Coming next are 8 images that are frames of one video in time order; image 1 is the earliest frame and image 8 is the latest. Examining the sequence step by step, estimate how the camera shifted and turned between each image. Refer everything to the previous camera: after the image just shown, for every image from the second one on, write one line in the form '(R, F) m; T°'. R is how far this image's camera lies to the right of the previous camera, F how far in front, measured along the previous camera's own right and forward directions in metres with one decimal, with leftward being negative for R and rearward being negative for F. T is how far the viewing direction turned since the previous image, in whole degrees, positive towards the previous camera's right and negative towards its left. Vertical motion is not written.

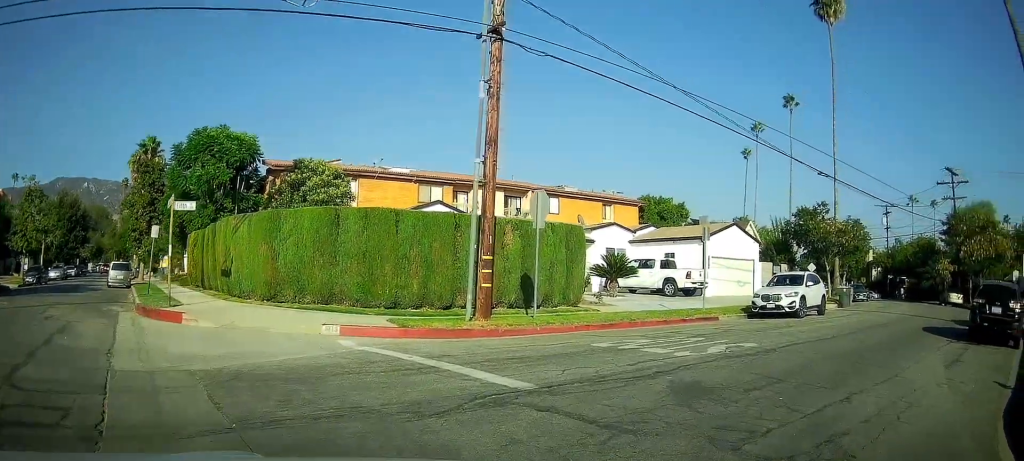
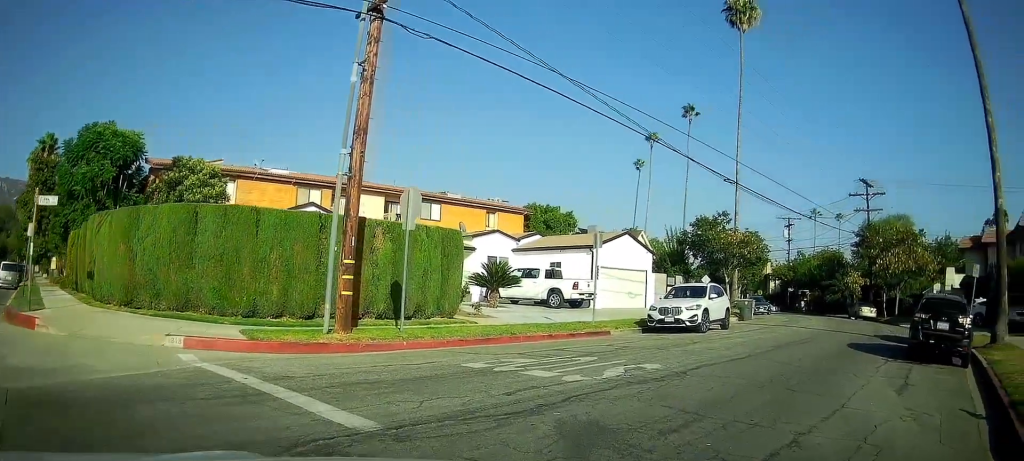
(+0.2, +1.9) m; +6°
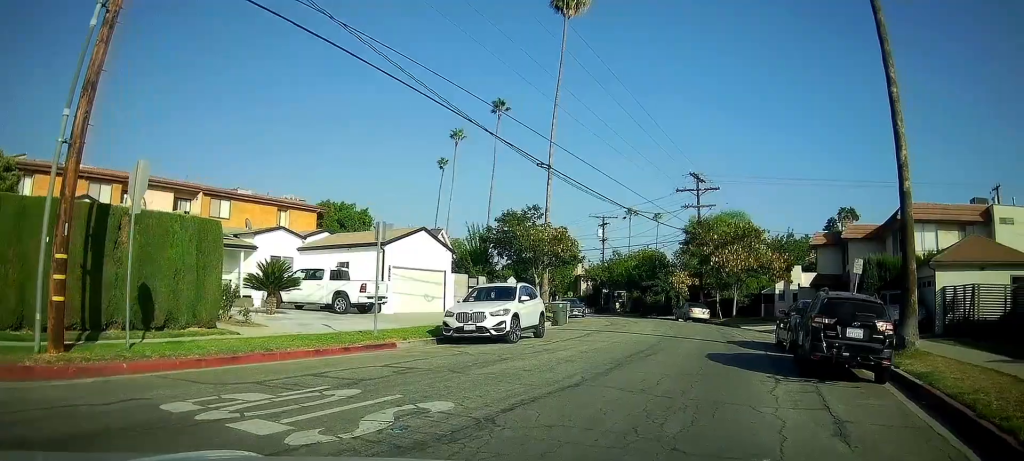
(+0.3, +3.7) m; +9°
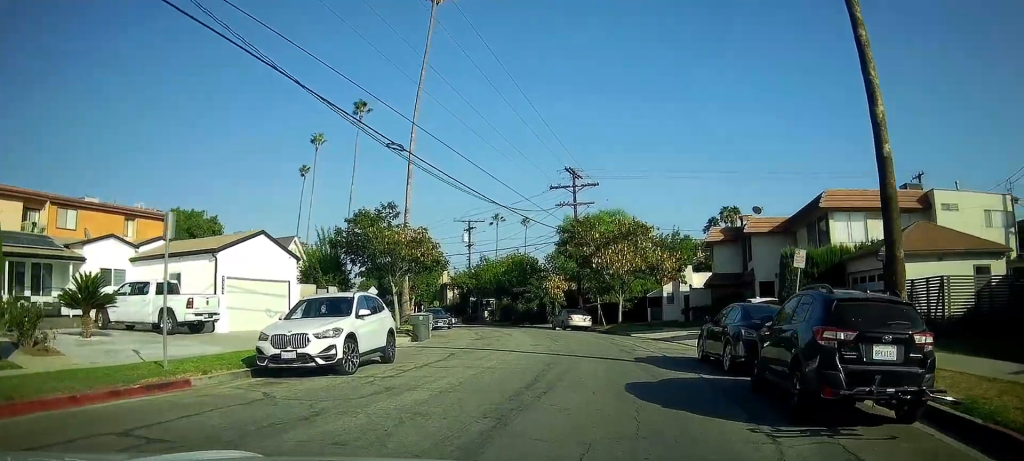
(+0.4, +5.2) m; +11°
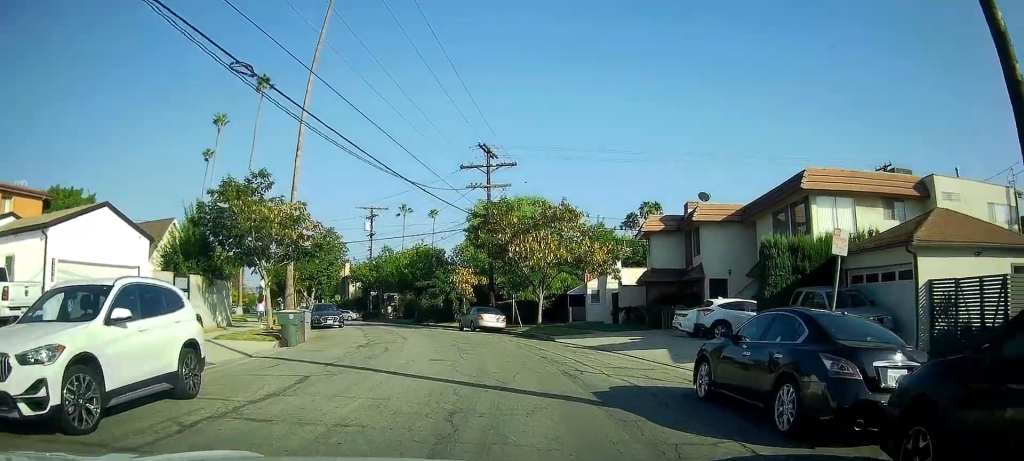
(+1.0, +7.2) m; +5°
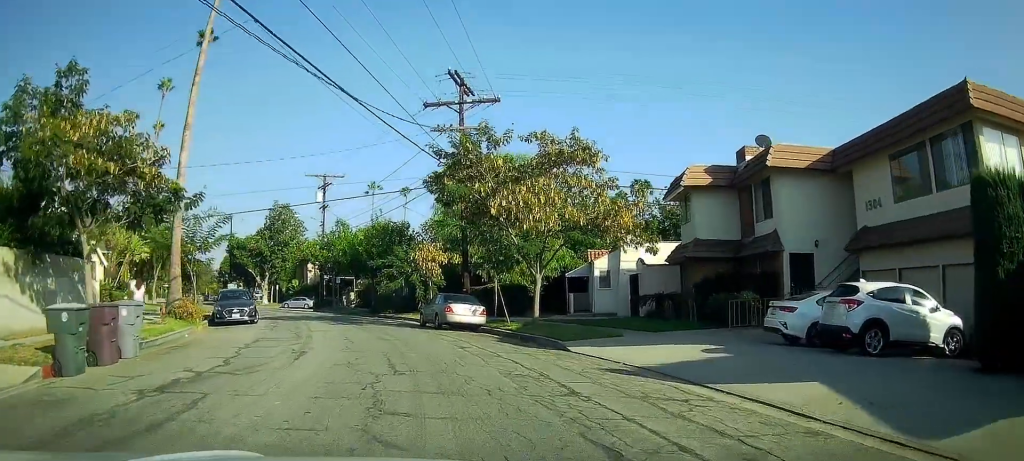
(-1.1, +12.8) m; -8°
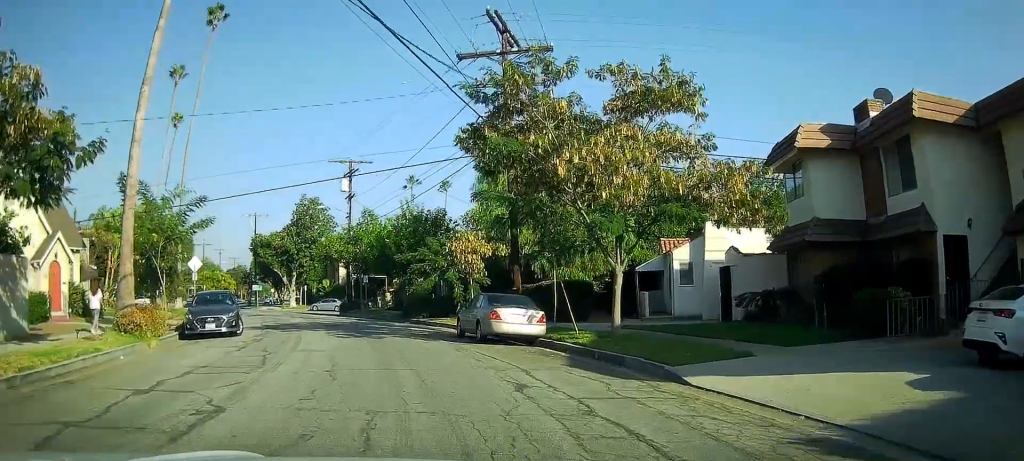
(-0.2, +7.2) m; -5°
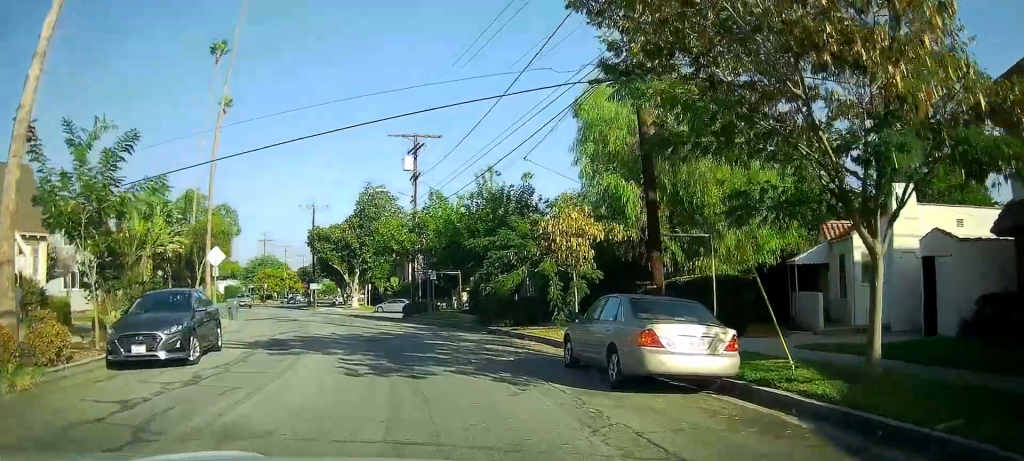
(-0.6, +9.1) m; -7°
